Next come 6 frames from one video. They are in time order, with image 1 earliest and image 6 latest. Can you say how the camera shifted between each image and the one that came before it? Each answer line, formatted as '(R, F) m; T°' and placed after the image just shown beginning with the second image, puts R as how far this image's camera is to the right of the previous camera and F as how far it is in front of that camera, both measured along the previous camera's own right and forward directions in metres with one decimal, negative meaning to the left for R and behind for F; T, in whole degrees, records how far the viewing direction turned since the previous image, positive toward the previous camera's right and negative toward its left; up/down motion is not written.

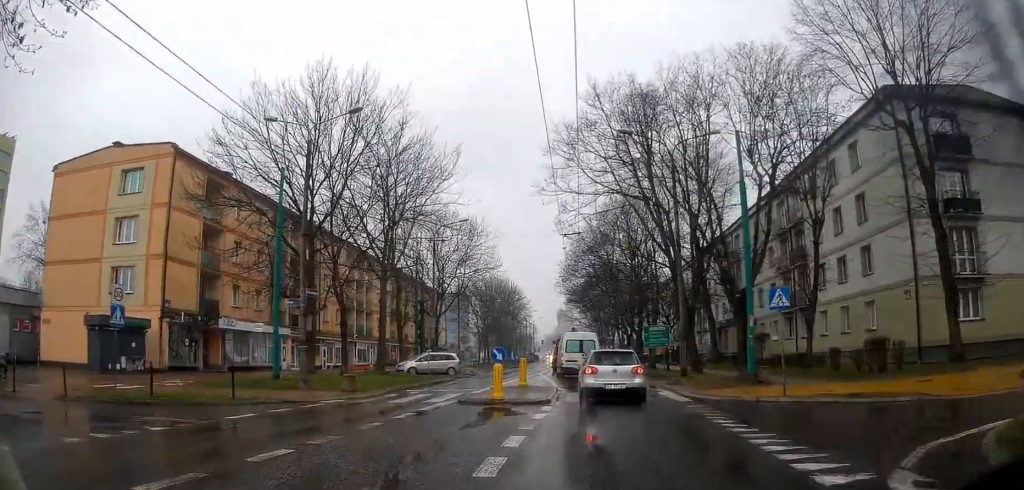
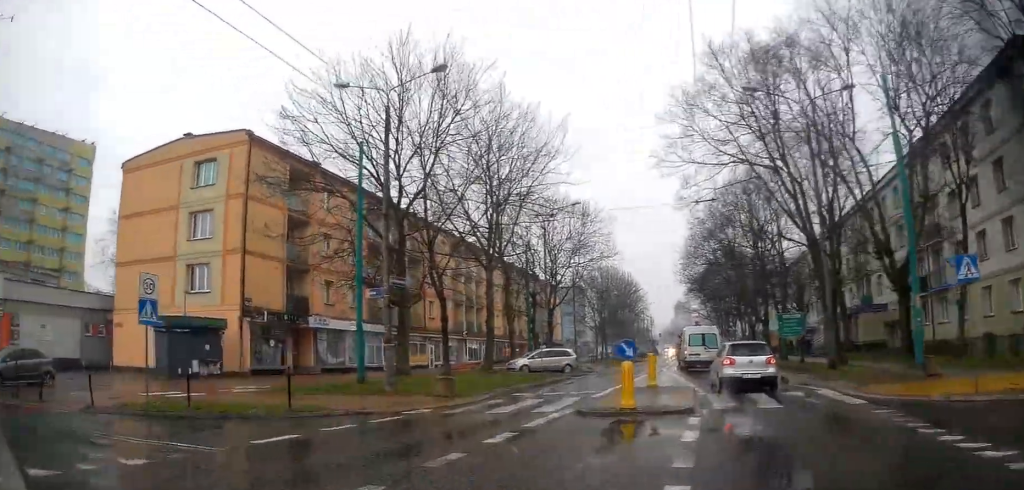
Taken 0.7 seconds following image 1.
(0.0, +3.7) m; -13°
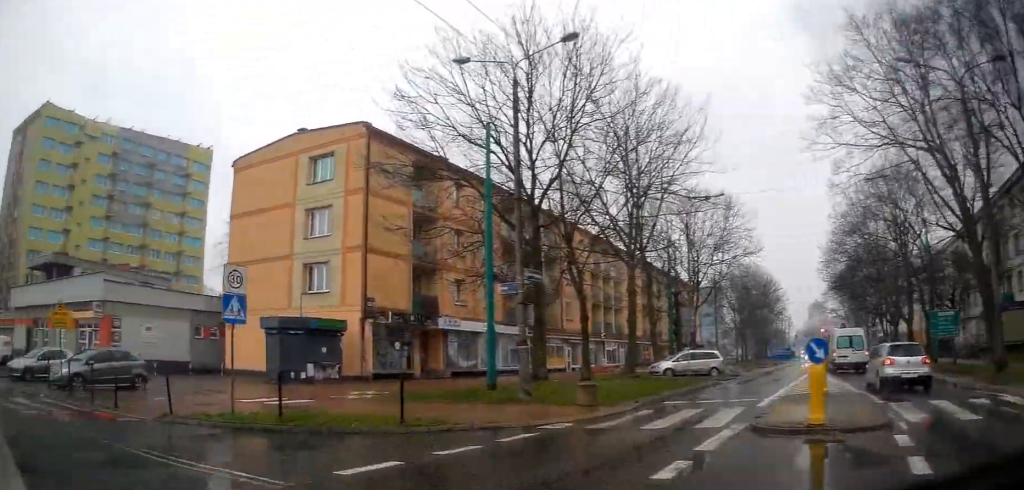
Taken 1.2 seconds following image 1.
(-0.6, +2.4) m; -12°
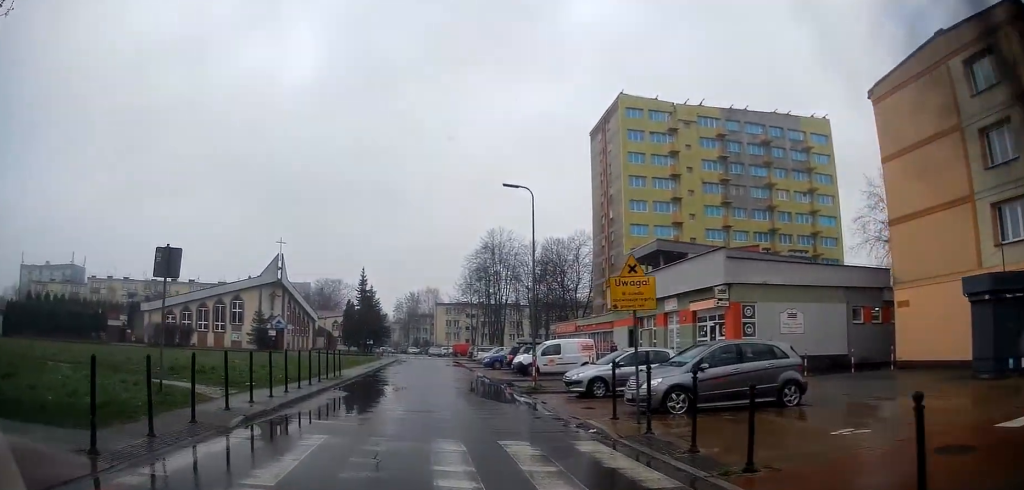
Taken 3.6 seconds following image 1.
(-5.1, +10.2) m; -47°
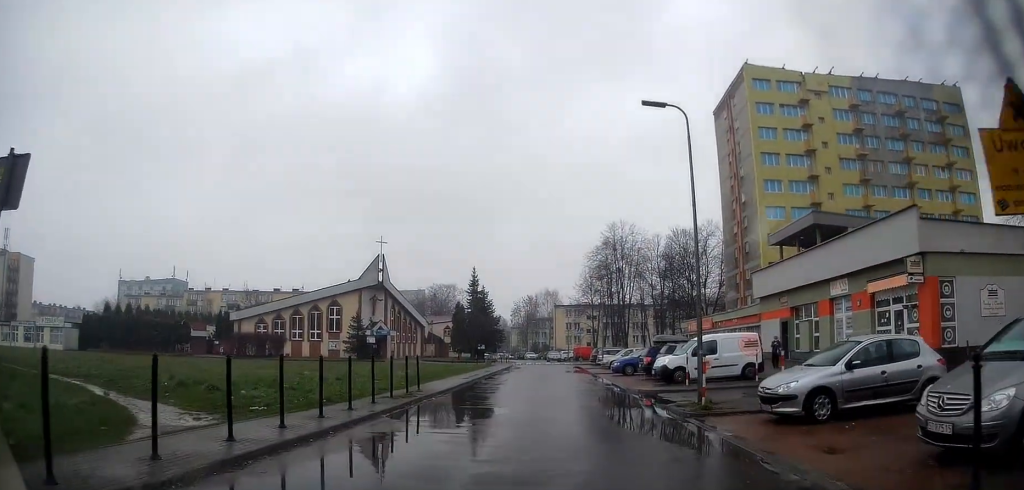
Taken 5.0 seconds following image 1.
(-0.9, +8.2) m; -11°
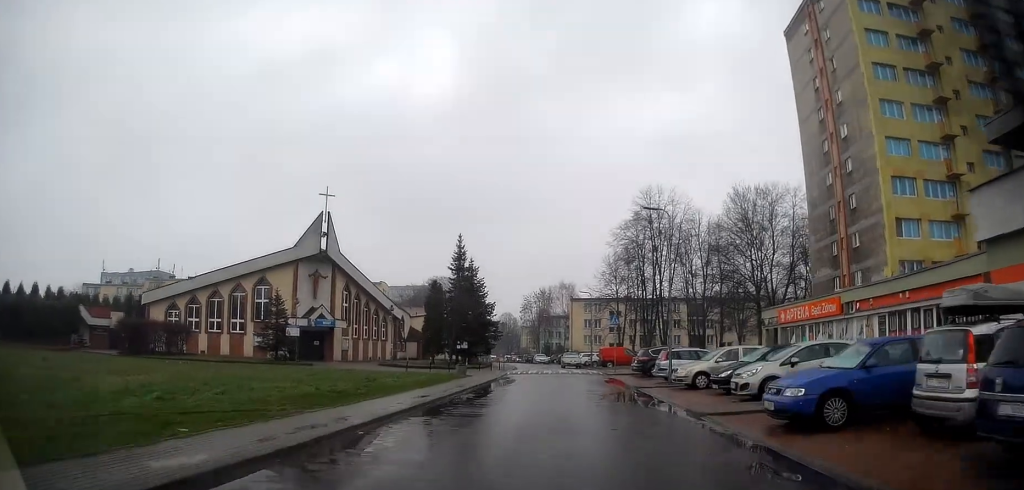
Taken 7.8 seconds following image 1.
(-1.4, +23.6) m; -3°
